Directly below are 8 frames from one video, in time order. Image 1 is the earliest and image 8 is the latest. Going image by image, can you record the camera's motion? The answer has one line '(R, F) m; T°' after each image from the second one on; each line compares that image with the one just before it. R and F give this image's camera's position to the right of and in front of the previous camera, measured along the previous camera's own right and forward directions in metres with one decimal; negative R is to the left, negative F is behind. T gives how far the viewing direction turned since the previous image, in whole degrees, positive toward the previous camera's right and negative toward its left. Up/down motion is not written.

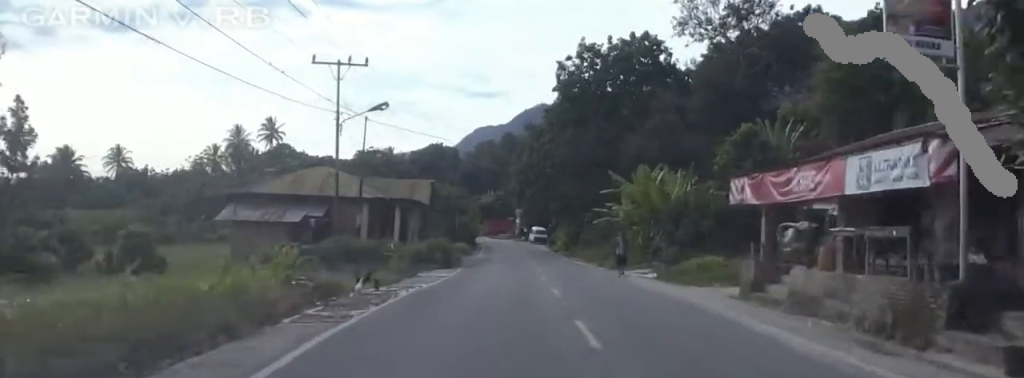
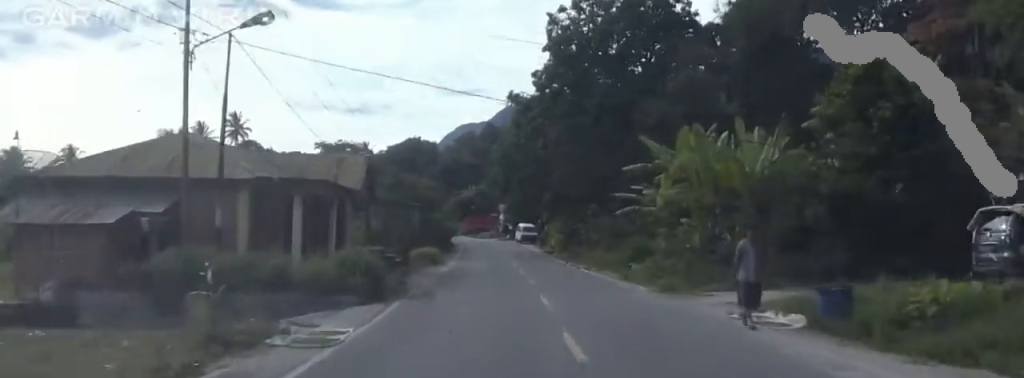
(+0.4, +16.8) m; 0°
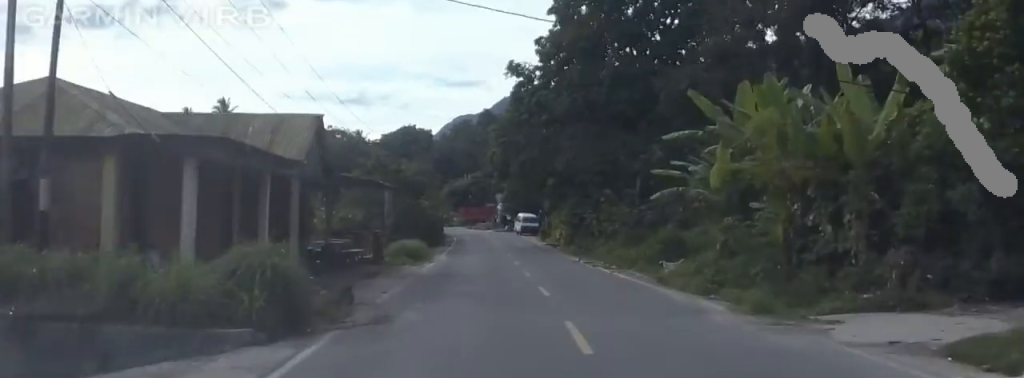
(-0.3, +8.4) m; 0°
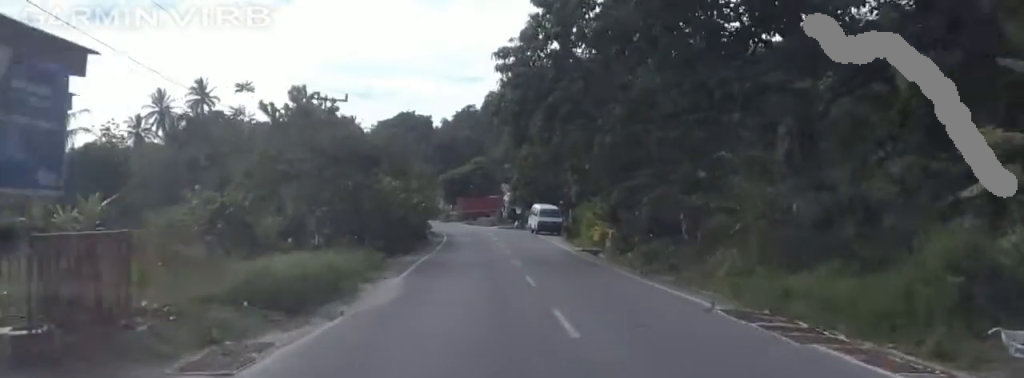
(+0.3, +23.0) m; 0°
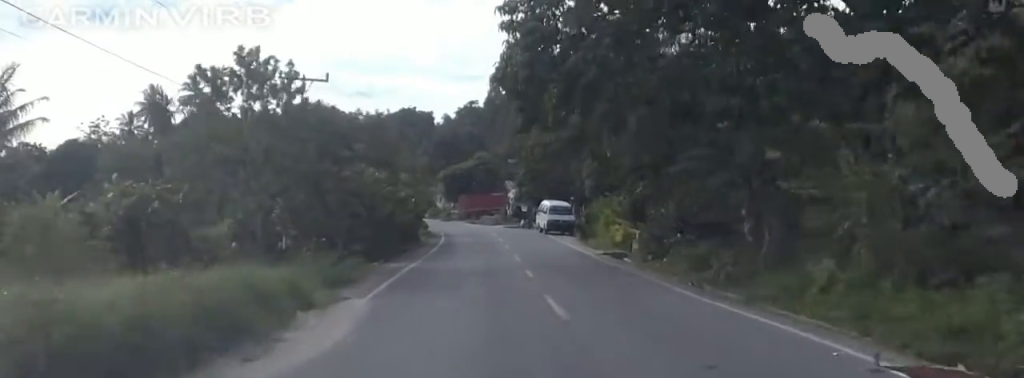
(-0.3, +6.6) m; 0°
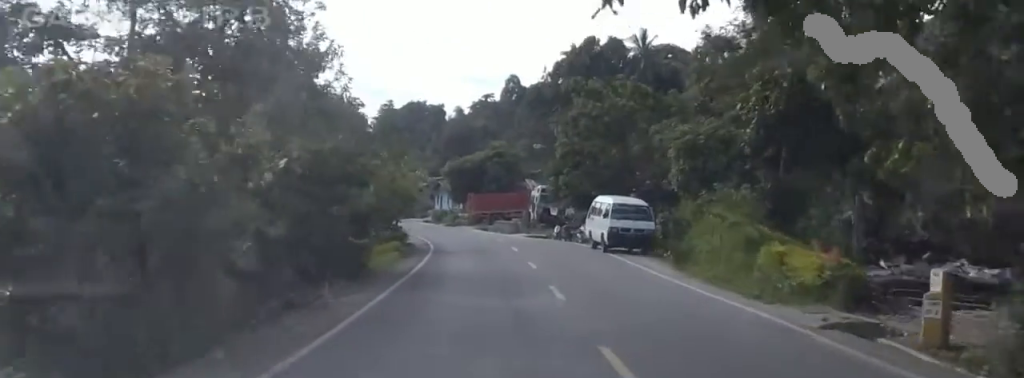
(+0.3, +22.0) m; 0°
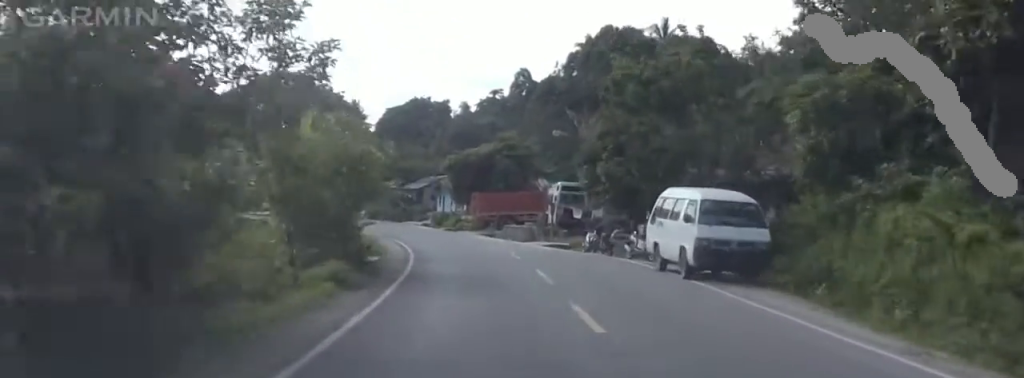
(-0.5, +12.2) m; 0°
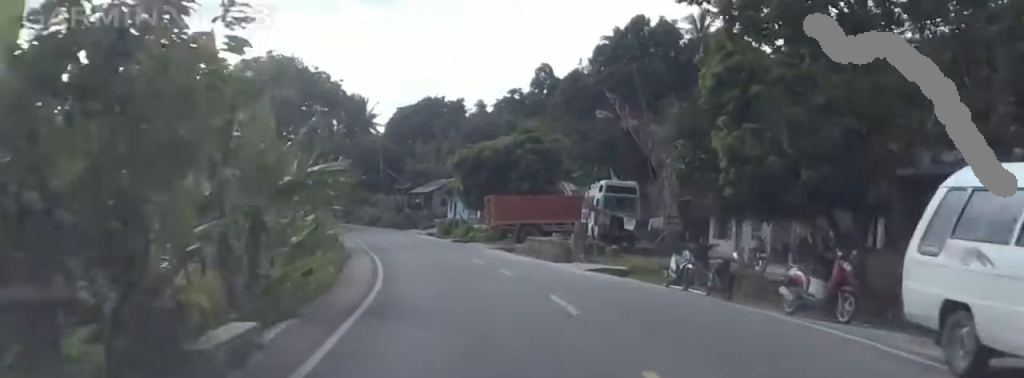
(+0.5, +13.6) m; -5°
